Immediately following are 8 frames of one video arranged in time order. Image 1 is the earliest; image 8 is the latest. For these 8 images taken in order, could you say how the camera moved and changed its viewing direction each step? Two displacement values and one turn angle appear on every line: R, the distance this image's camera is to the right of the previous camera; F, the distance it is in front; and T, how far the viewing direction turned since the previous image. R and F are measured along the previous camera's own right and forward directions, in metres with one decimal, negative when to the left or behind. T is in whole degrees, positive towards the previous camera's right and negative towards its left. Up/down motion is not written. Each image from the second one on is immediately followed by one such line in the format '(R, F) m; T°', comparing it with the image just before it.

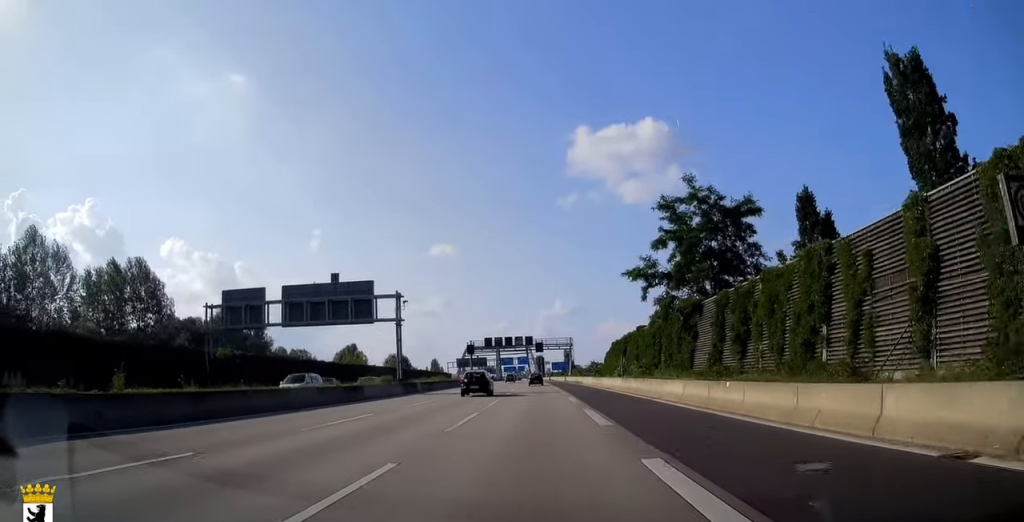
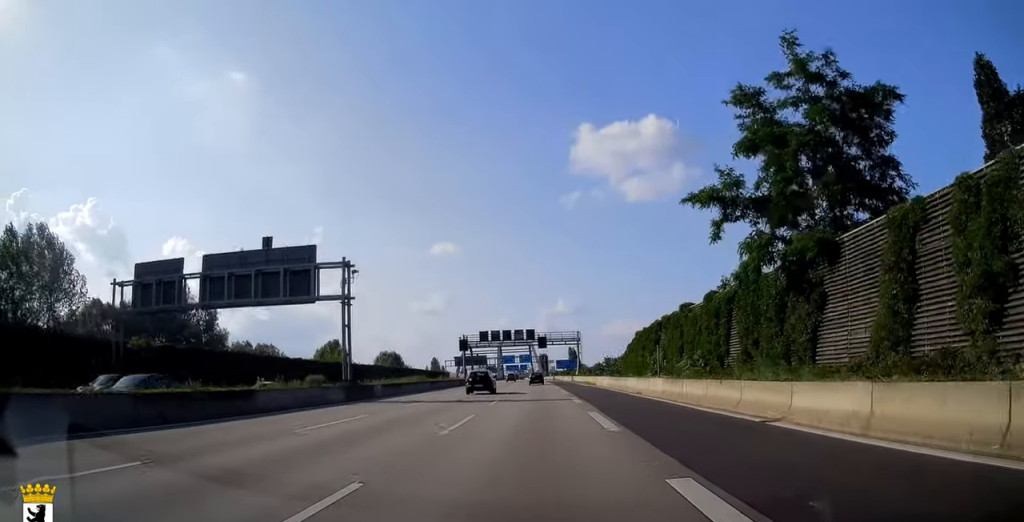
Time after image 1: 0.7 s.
(0.0, +13.8) m; 0°
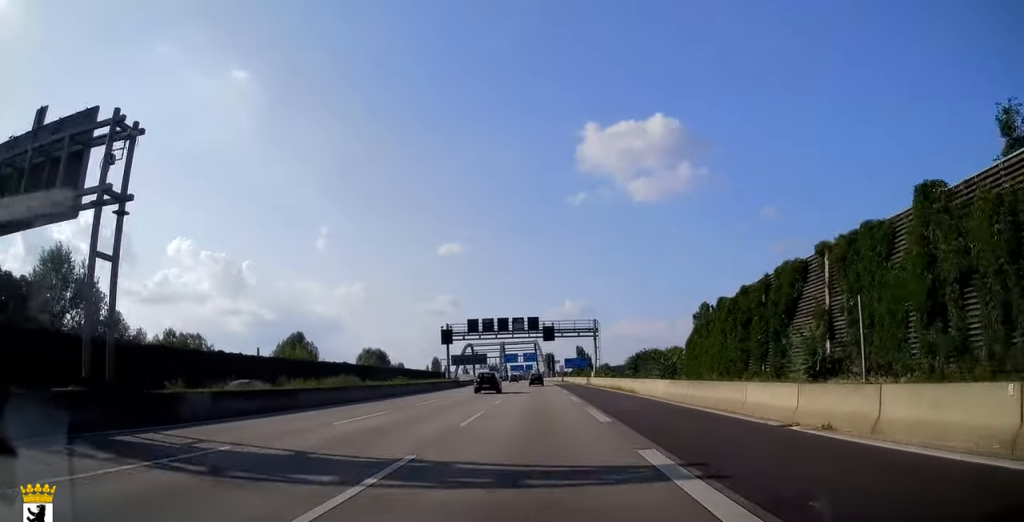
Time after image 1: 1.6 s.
(0.0, +20.9) m; 0°
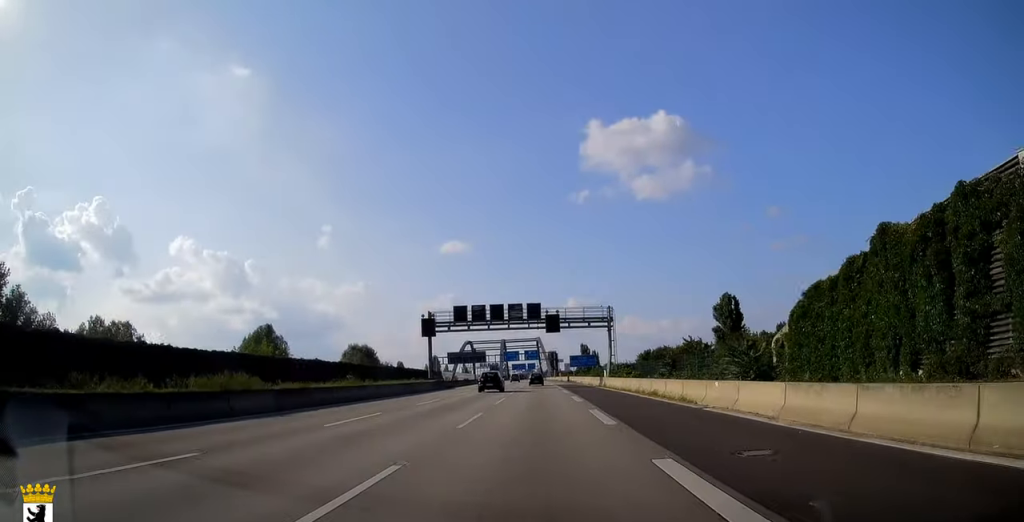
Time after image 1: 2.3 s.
(0.0, +13.0) m; 0°
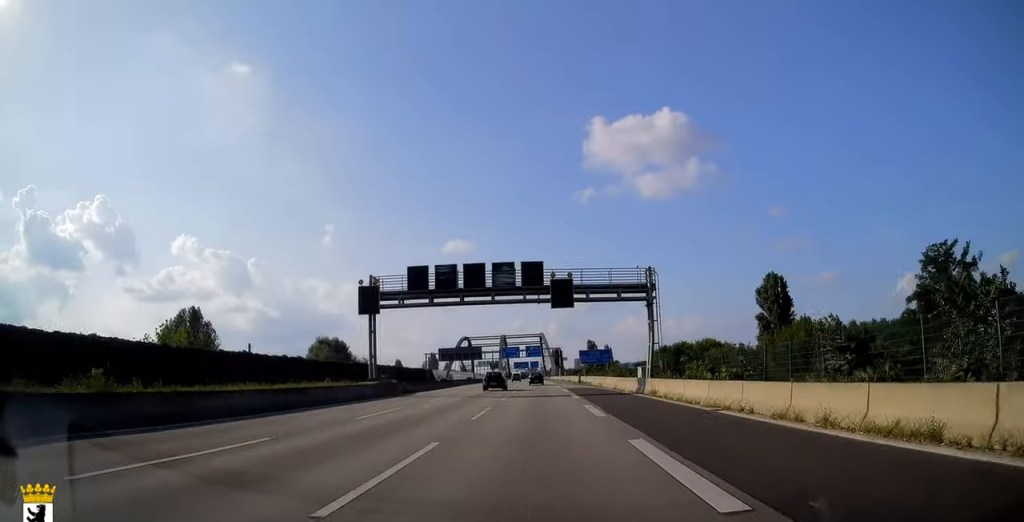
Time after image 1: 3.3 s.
(-0.2, +21.2) m; 0°
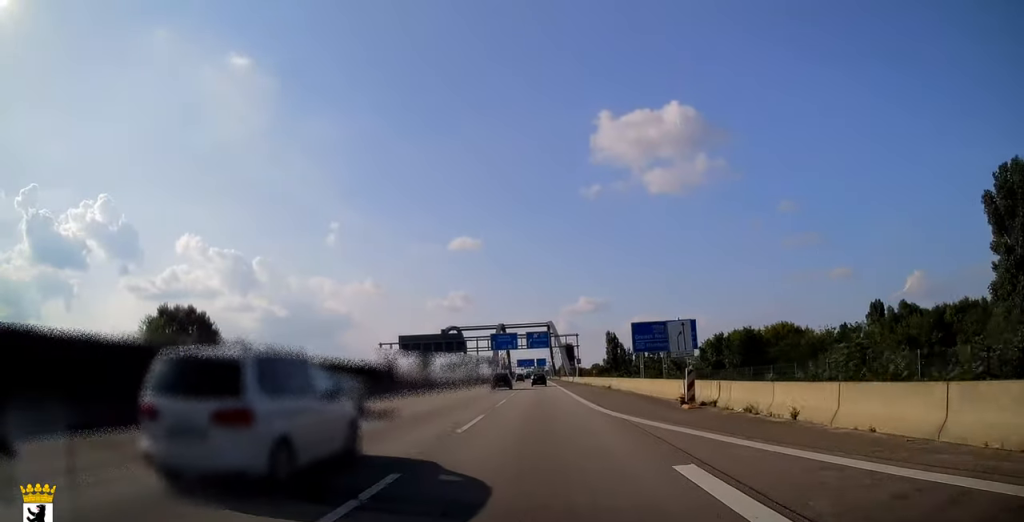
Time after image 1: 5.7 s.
(-0.4, +51.5) m; -1°
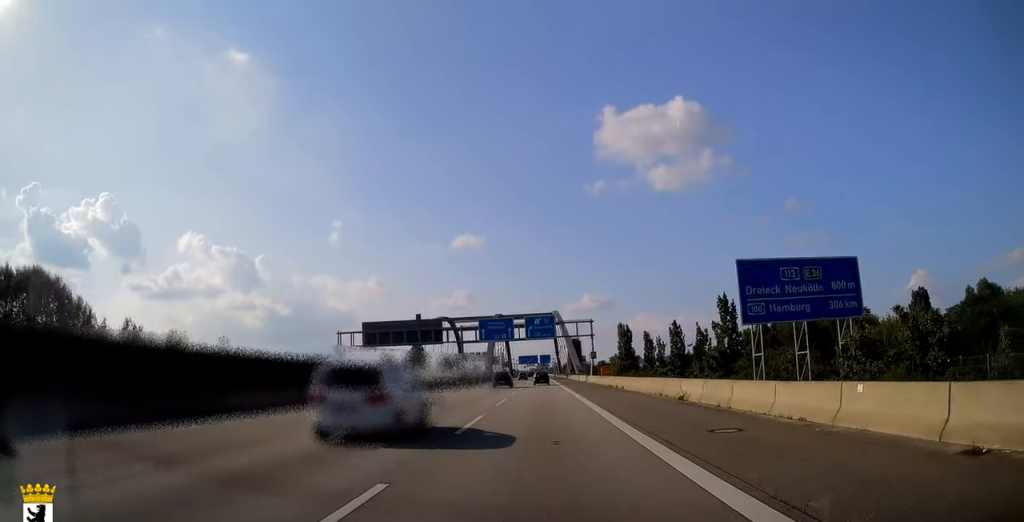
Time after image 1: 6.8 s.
(-0.1, +26.1) m; 0°
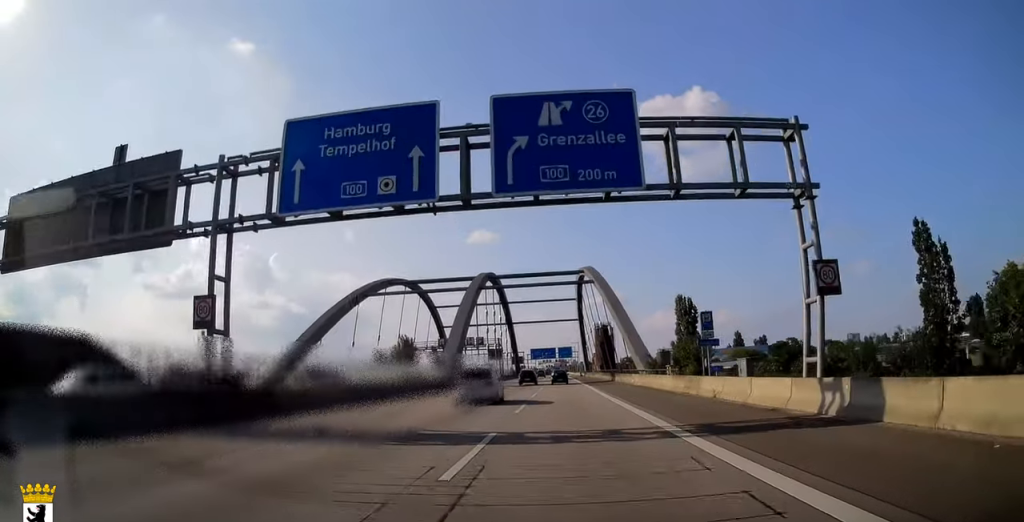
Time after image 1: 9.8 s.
(-1.1, +78.2) m; -2°
